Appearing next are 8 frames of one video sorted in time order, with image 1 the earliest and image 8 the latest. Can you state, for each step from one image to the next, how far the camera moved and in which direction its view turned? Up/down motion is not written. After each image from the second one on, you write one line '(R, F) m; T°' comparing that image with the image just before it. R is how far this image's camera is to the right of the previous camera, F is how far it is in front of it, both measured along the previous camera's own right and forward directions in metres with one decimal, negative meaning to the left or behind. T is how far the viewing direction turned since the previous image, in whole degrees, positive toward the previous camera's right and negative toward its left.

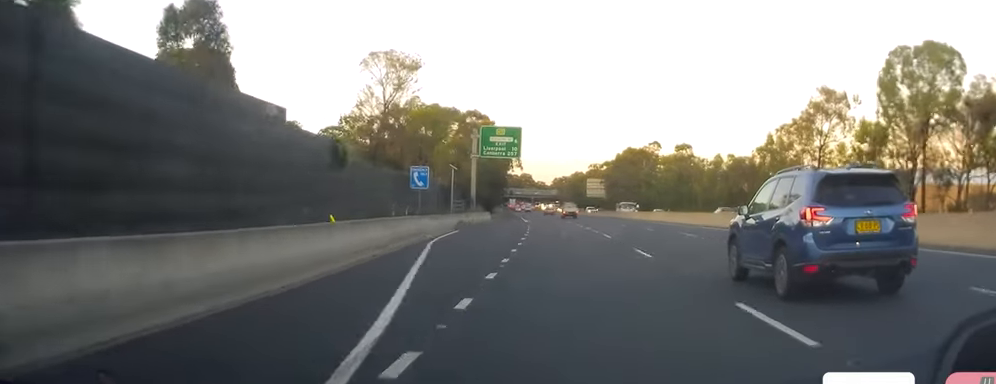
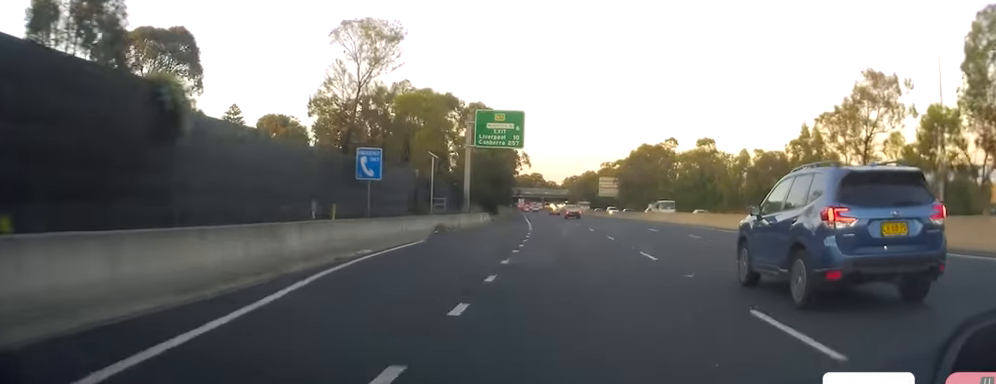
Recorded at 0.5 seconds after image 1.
(-0.2, +12.4) m; -1°
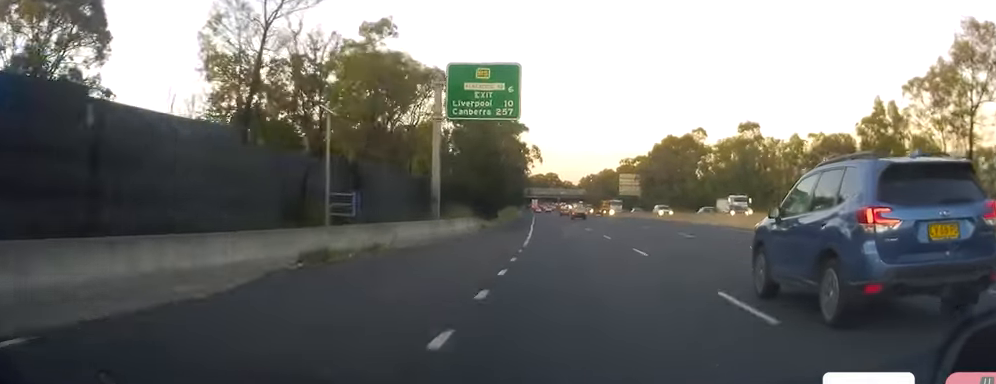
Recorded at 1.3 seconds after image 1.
(-0.3, +21.3) m; -2°
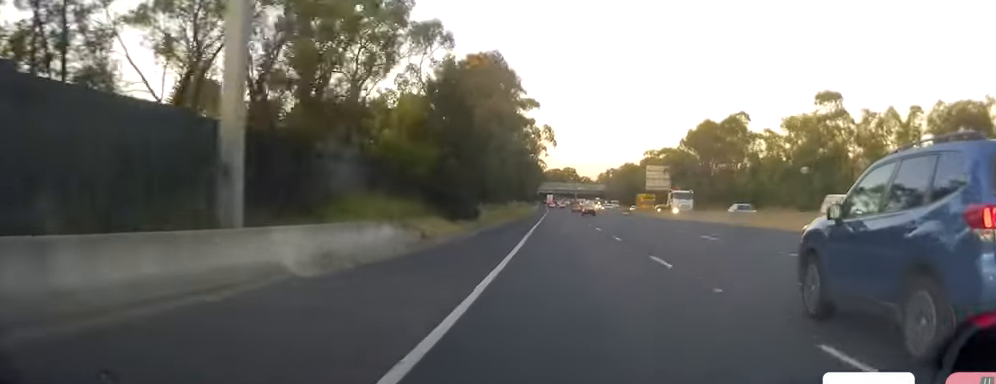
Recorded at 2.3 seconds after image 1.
(-0.7, +27.7) m; -2°
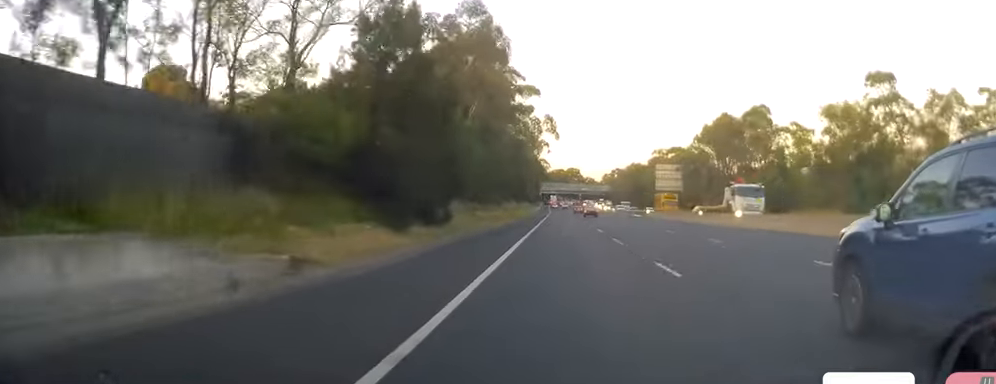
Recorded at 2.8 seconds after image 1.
(0.0, +13.6) m; 0°
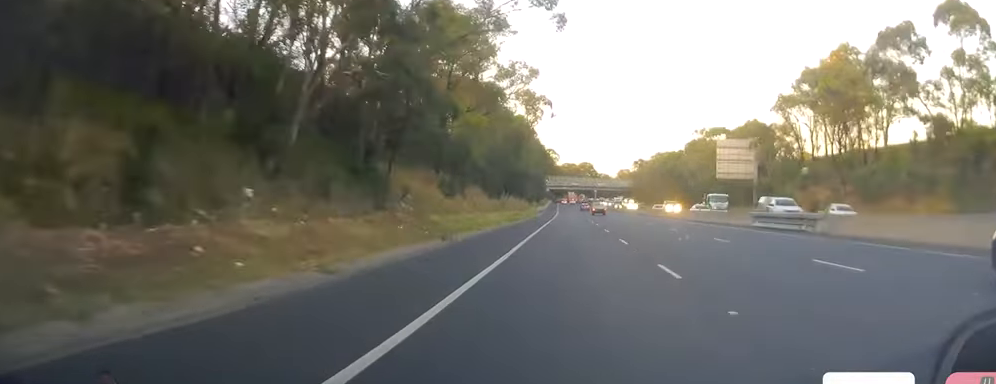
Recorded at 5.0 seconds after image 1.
(-0.1, +59.7) m; -2°
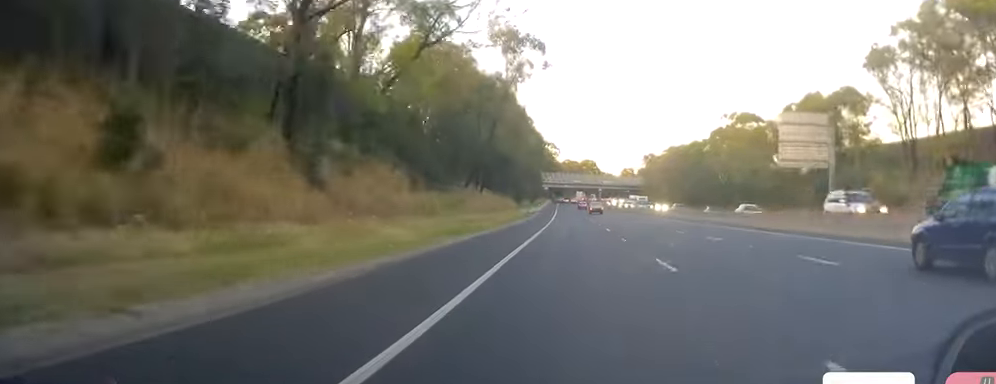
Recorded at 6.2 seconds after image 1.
(-0.9, +34.1) m; -1°
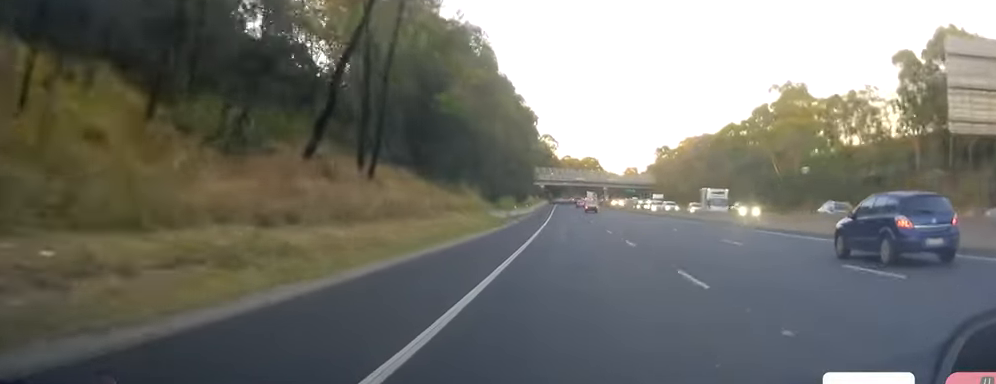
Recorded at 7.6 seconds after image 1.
(+0.8, +38.8) m; +1°
